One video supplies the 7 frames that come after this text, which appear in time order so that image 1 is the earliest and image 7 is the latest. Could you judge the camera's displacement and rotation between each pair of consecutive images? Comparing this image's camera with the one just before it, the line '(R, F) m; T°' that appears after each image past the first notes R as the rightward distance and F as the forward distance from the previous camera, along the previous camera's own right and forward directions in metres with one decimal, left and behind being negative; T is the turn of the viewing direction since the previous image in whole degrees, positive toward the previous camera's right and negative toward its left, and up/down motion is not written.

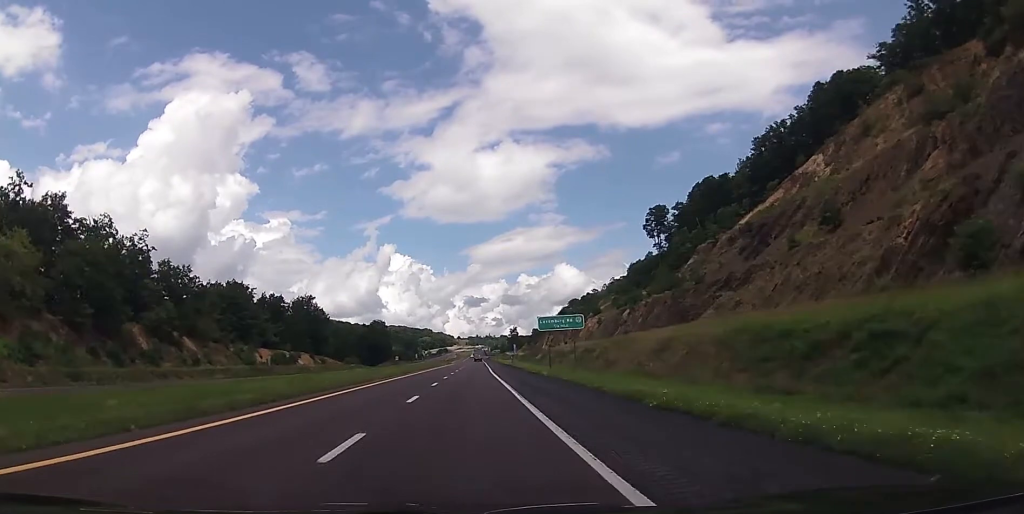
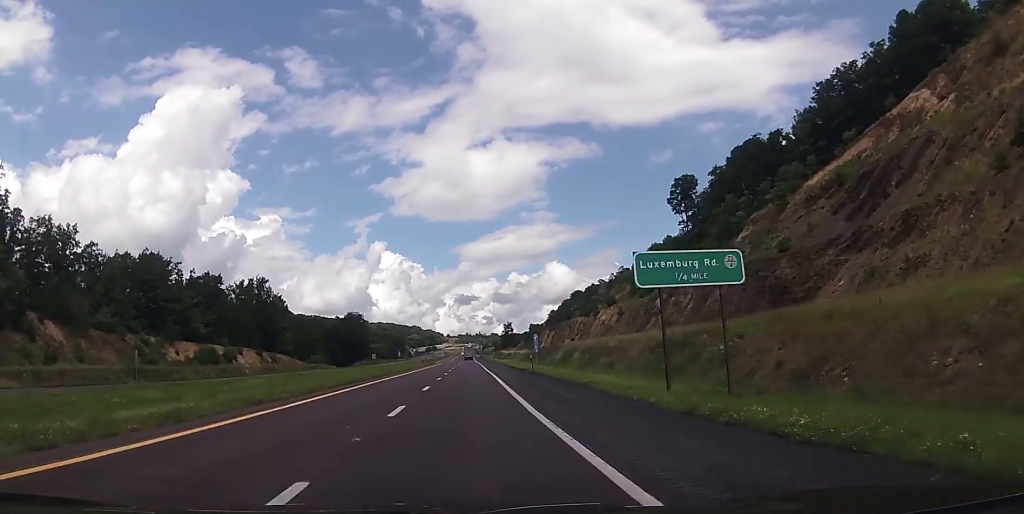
(+0.9, +41.2) m; +2°
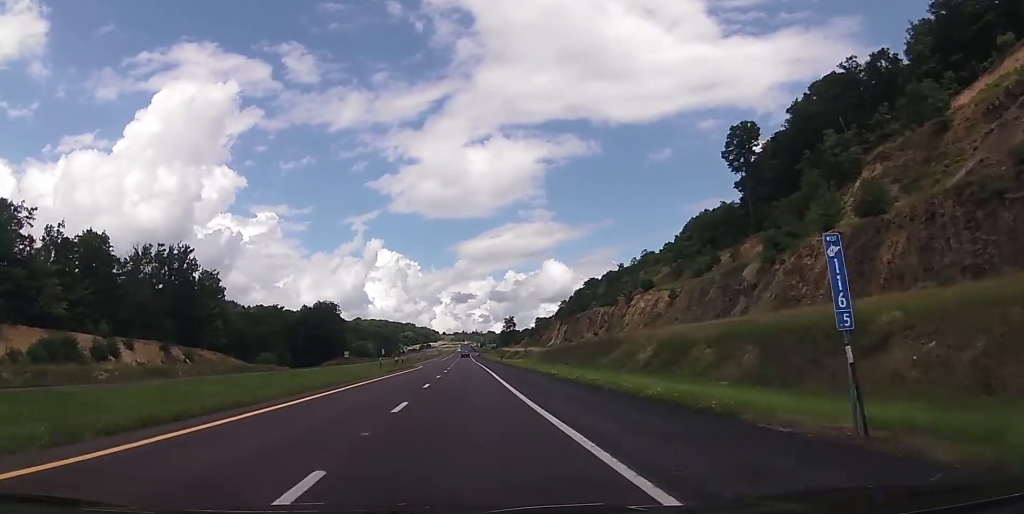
(-0.1, +47.8) m; 0°
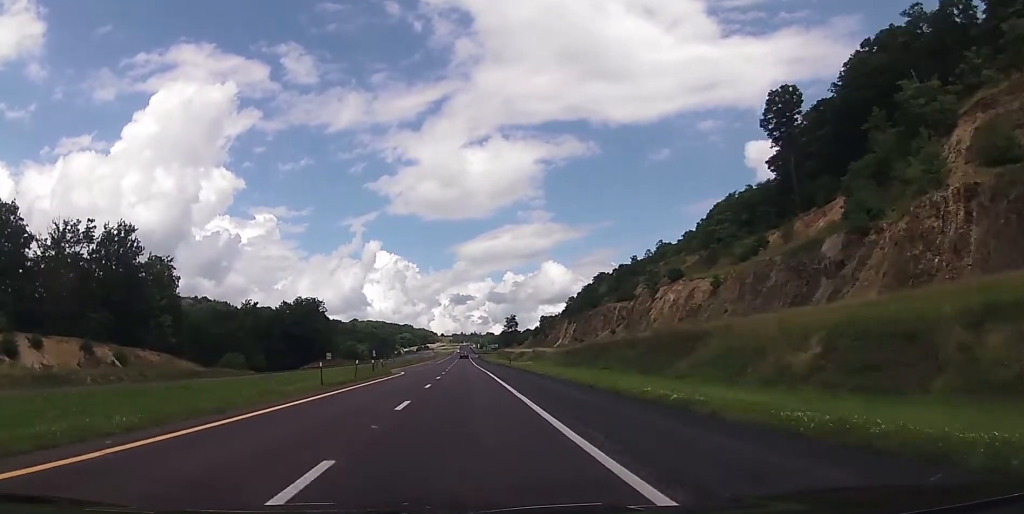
(-0.4, +23.3) m; +1°
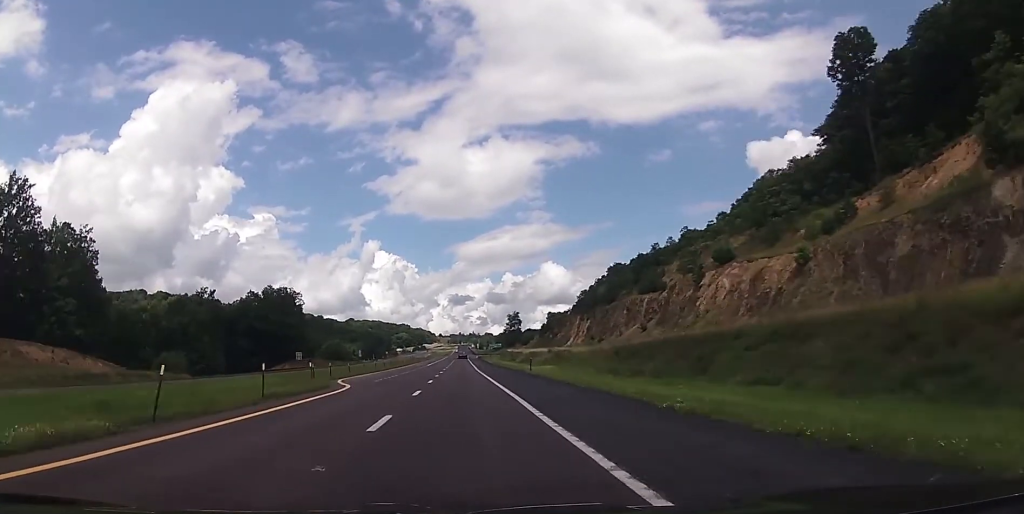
(+0.6, +28.9) m; +1°
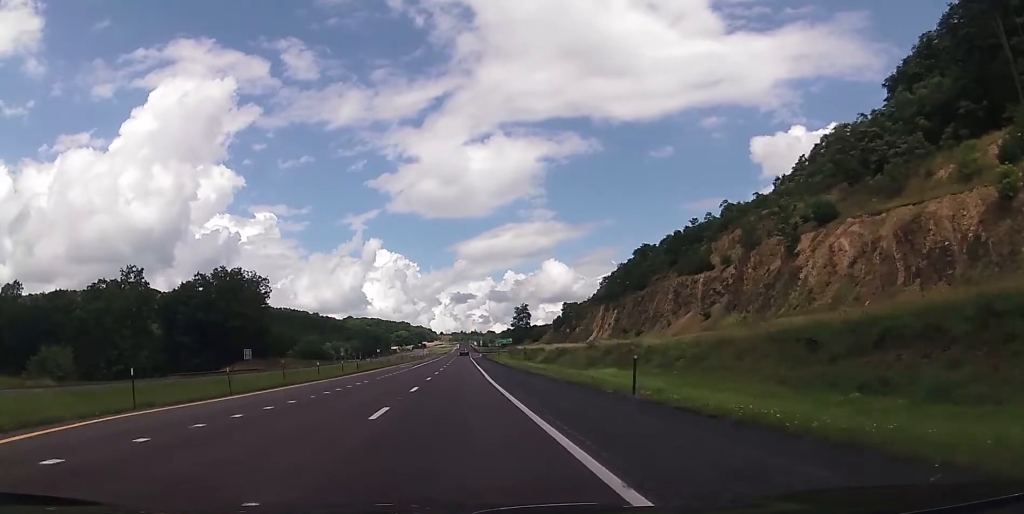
(-0.2, +34.4) m; 0°
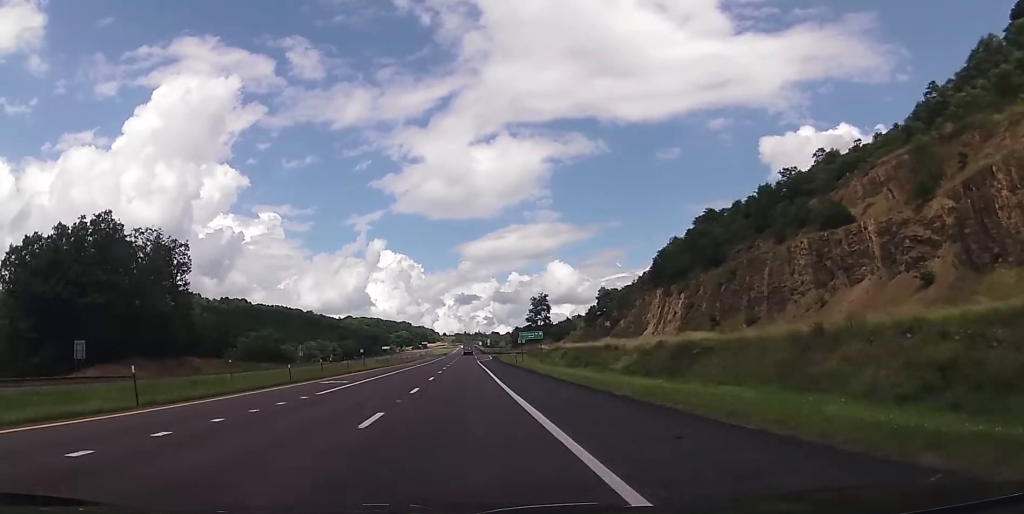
(-0.1, +50.2) m; 0°
